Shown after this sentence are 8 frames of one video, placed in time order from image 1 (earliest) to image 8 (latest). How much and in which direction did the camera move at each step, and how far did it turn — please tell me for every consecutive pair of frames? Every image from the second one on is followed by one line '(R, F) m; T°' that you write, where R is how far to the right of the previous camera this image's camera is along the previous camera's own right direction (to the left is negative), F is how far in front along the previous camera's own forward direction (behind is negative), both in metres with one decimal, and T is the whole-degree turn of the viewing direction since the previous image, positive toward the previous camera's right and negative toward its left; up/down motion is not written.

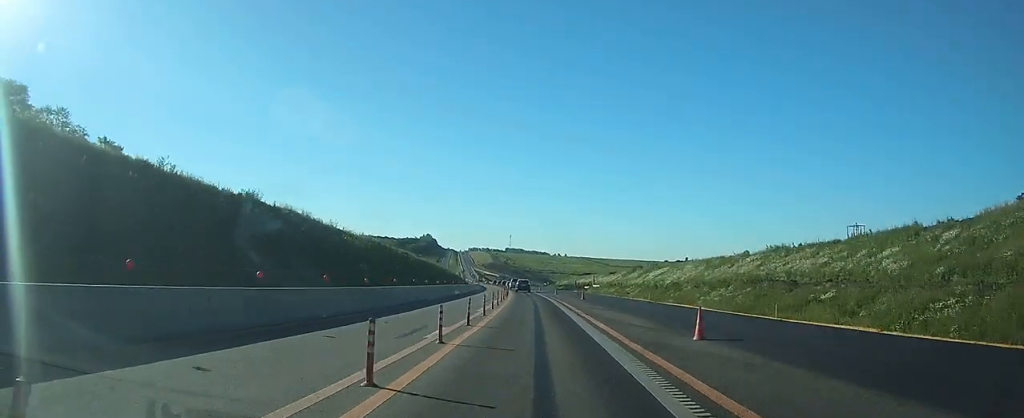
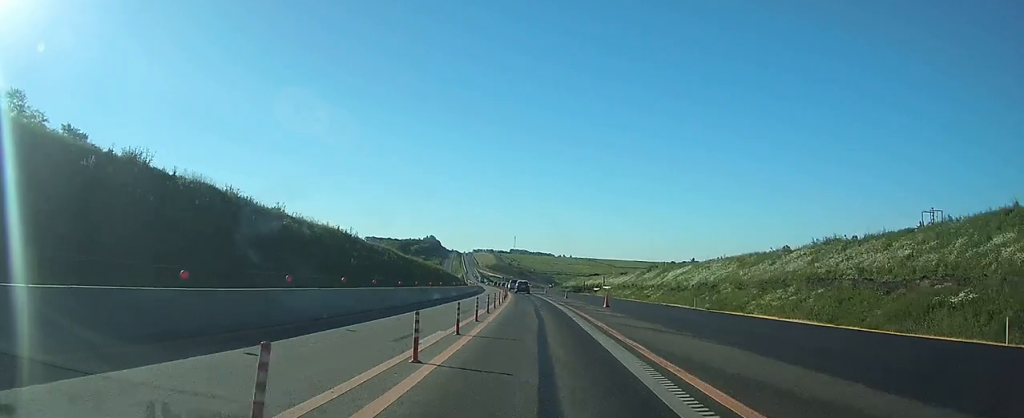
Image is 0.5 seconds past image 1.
(-0.1, +13.0) m; 0°
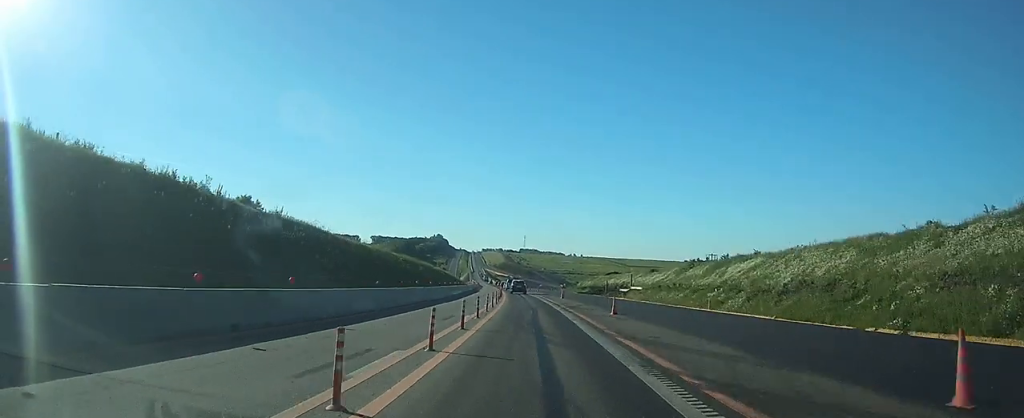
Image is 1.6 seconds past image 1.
(-0.2, +28.5) m; -1°
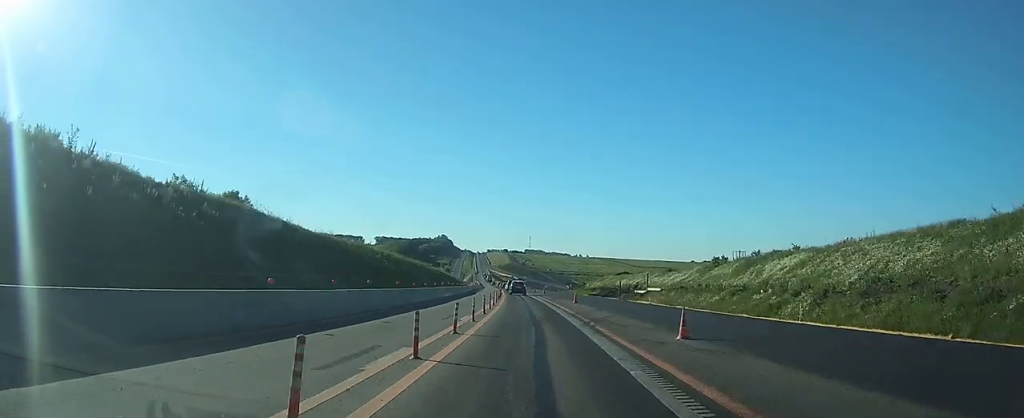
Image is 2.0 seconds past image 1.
(+0.1, +11.2) m; 0°
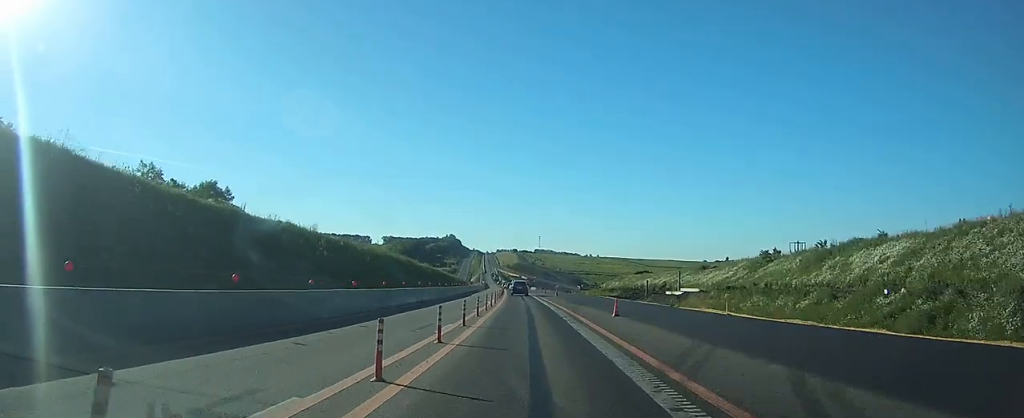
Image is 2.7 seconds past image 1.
(-0.2, +17.2) m; -1°
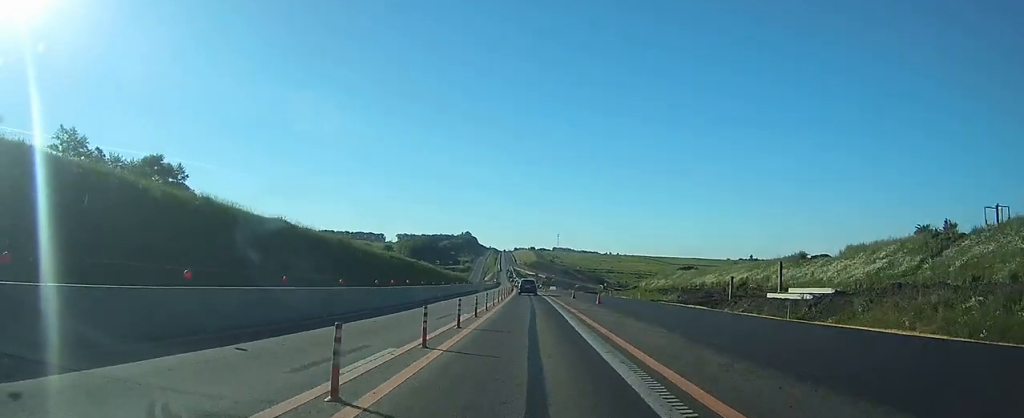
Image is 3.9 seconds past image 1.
(-0.5, +31.5) m; -2°
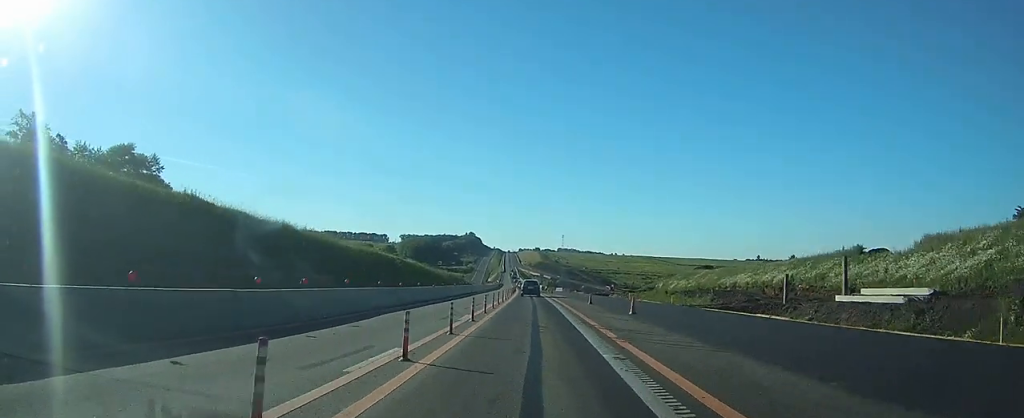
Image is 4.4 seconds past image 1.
(-0.1, +11.8) m; -1°
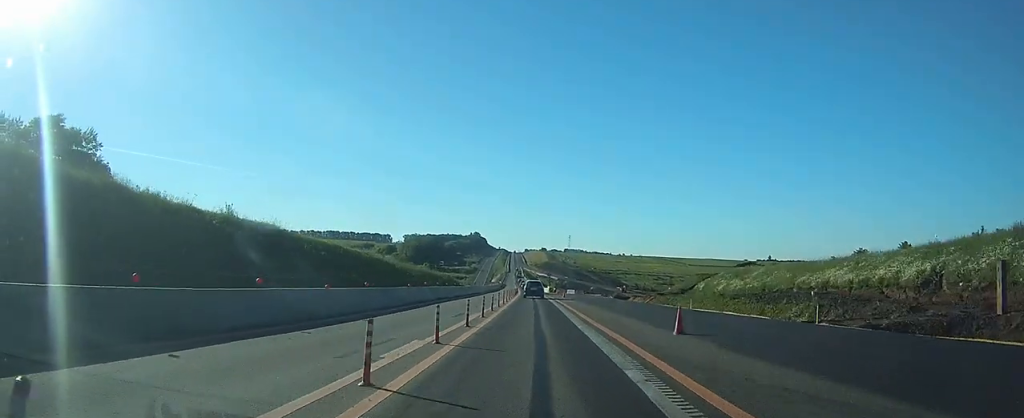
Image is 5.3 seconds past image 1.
(-0.3, +22.4) m; -1°
